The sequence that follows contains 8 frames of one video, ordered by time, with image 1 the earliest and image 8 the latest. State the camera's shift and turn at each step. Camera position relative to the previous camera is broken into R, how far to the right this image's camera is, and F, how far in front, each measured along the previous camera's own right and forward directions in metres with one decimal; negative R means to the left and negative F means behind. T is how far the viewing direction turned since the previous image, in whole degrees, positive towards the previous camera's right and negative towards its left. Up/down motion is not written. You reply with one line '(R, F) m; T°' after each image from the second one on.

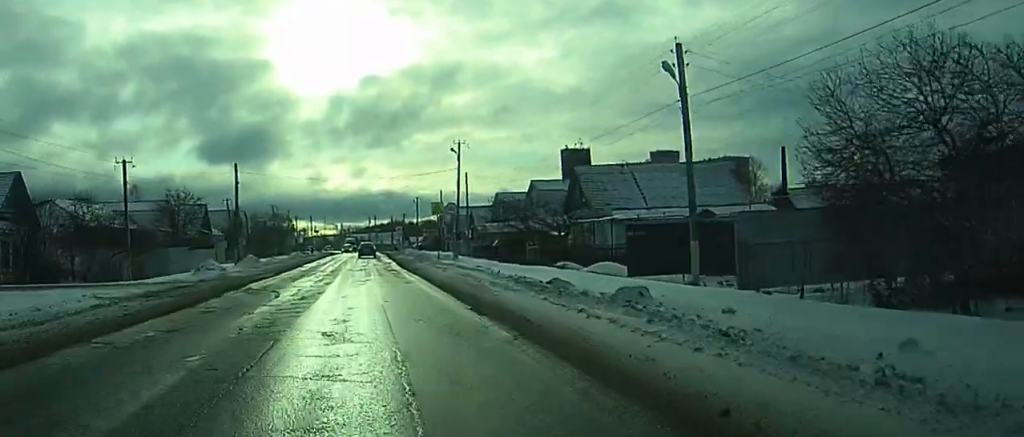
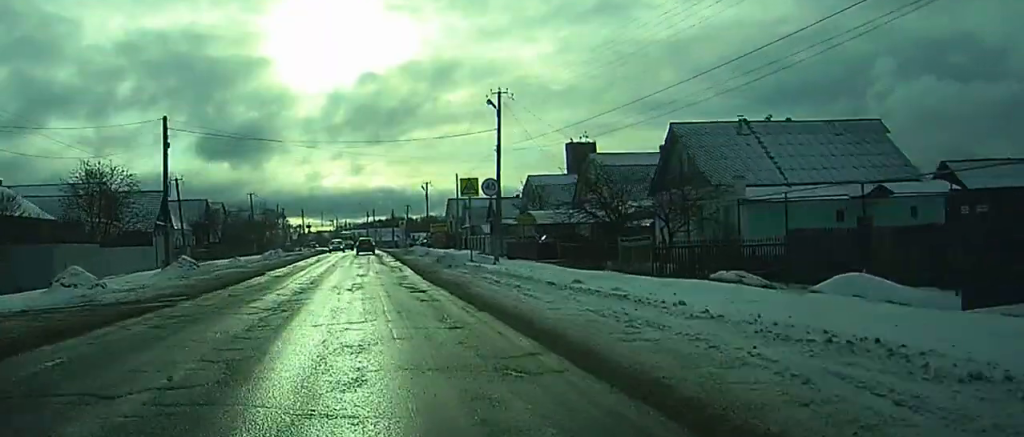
(0.0, +20.4) m; 0°
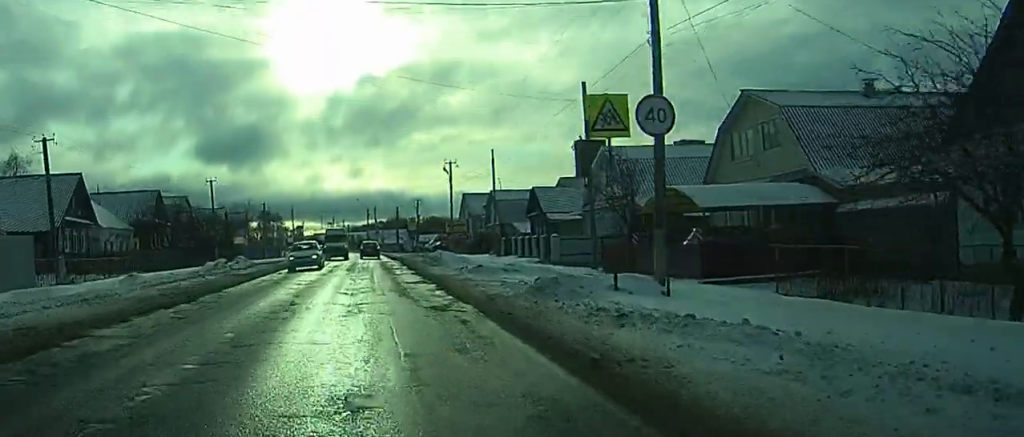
(0.0, +23.6) m; 0°
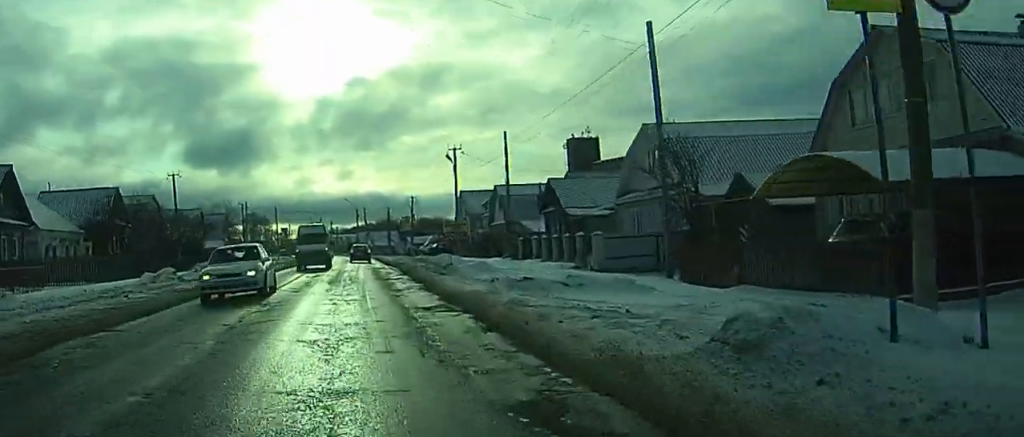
(0.0, +9.4) m; 0°
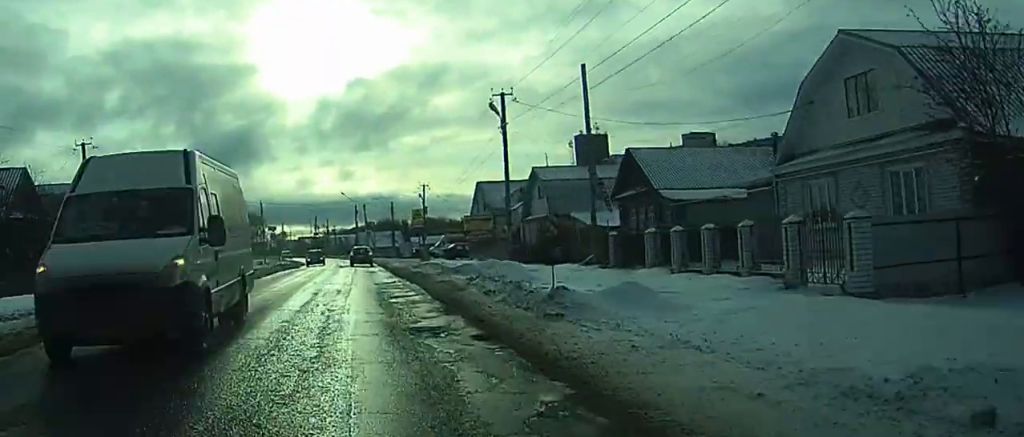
(0.0, +17.6) m; 0°
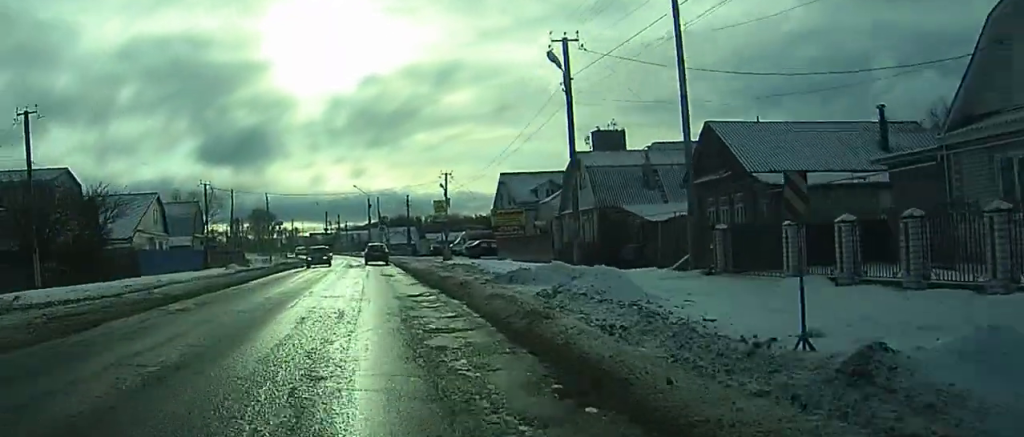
(0.0, +7.5) m; 0°
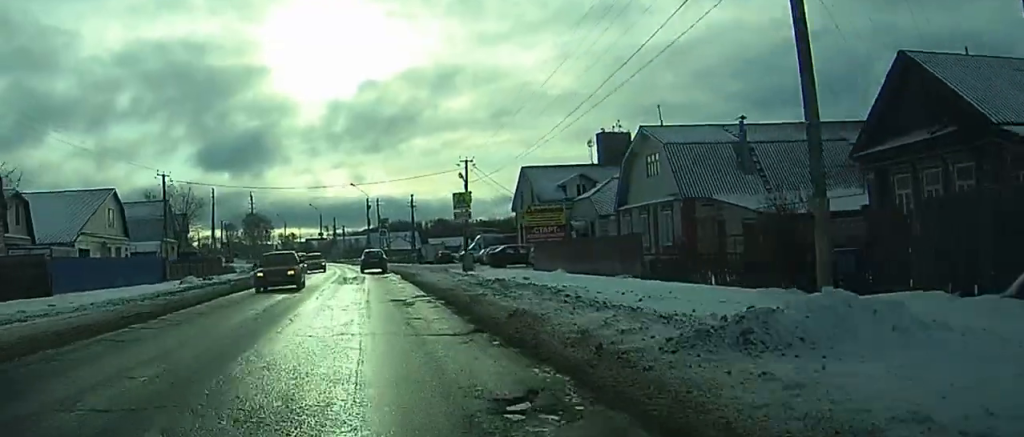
(0.0, +11.8) m; 0°
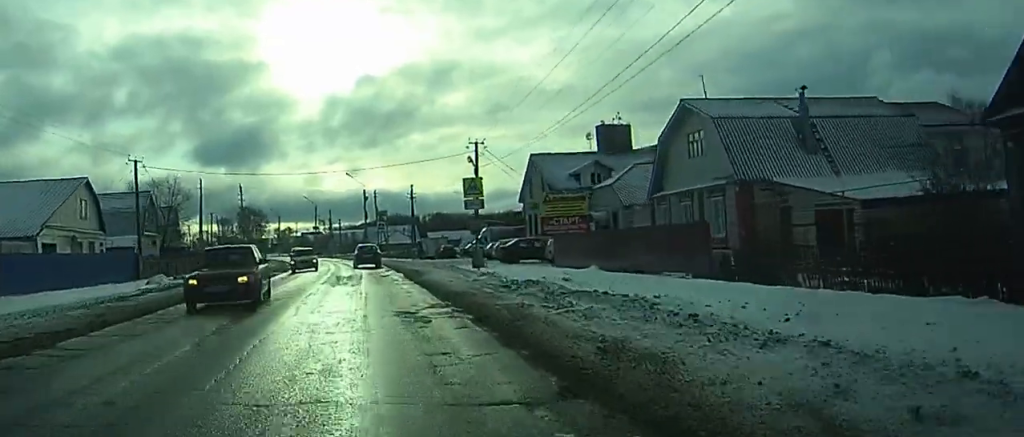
(0.0, +5.2) m; 0°
